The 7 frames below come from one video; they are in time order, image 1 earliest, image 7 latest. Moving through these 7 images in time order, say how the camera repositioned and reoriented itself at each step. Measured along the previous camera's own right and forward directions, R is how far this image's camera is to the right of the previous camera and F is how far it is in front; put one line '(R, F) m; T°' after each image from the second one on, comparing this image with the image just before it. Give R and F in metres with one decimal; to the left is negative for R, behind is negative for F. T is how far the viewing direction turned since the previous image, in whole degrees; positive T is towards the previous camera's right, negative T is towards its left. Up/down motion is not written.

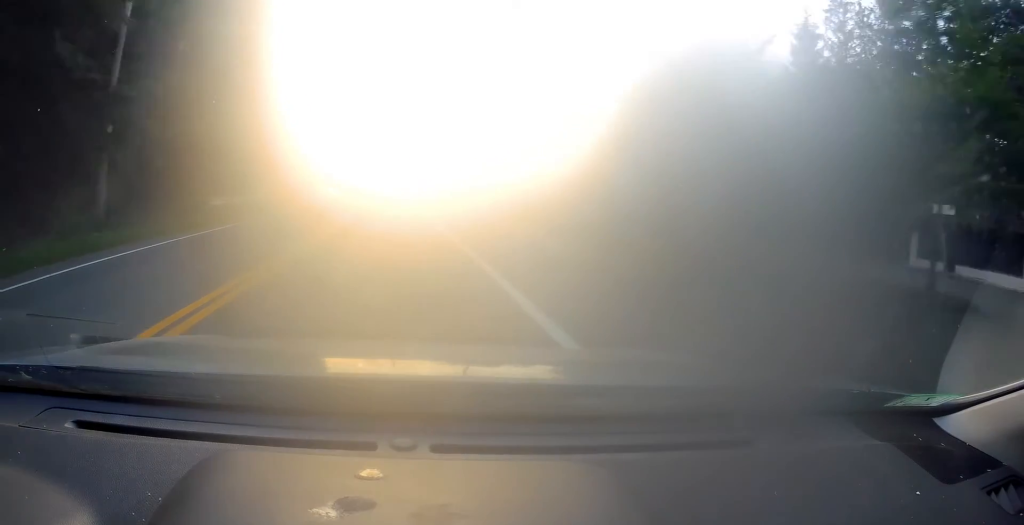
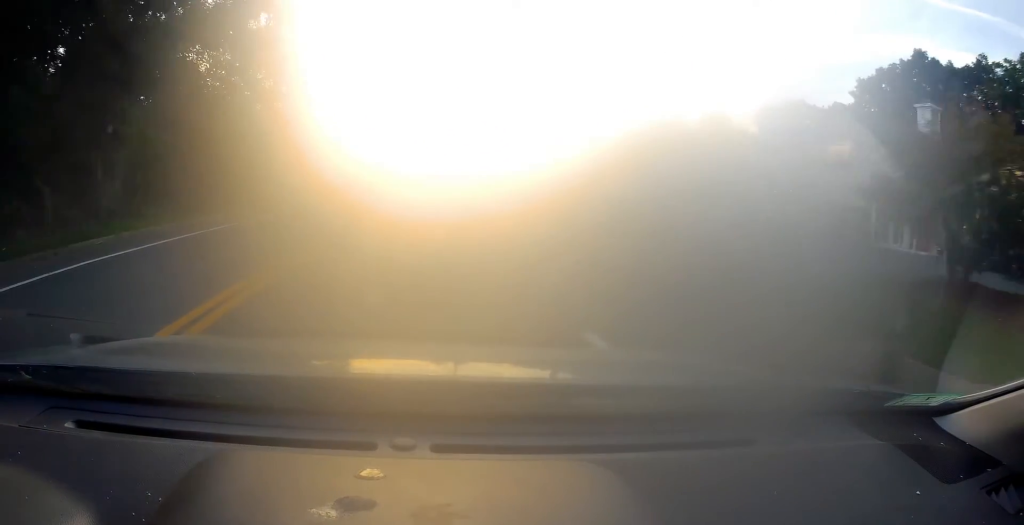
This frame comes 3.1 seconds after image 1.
(-6.3, +60.4) m; -8°
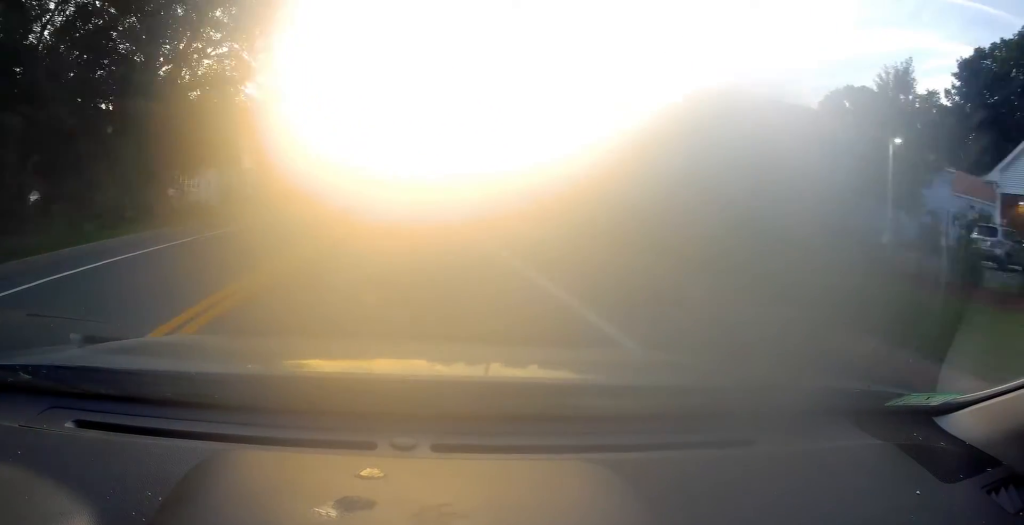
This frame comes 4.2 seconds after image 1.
(-0.1, +20.4) m; -2°
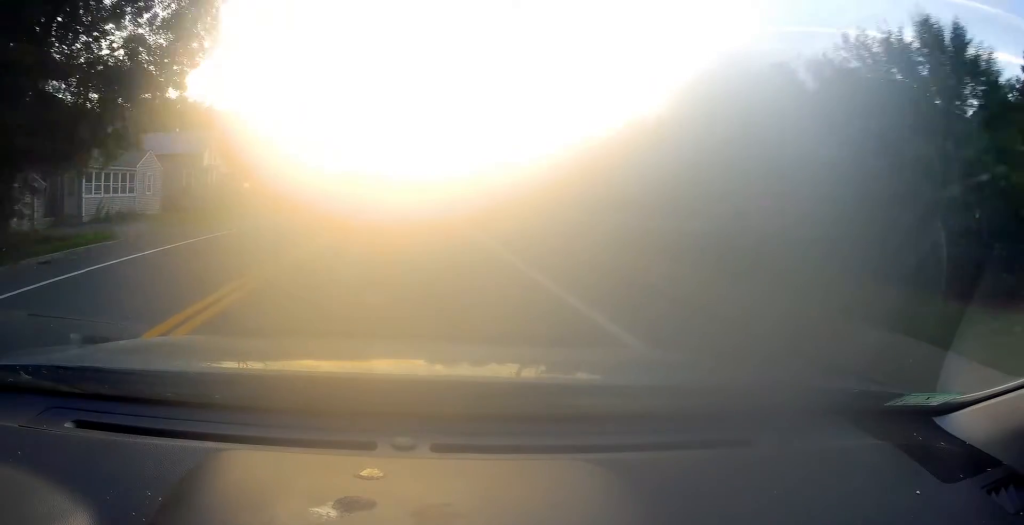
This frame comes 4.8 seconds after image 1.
(-0.3, +11.8) m; 0°
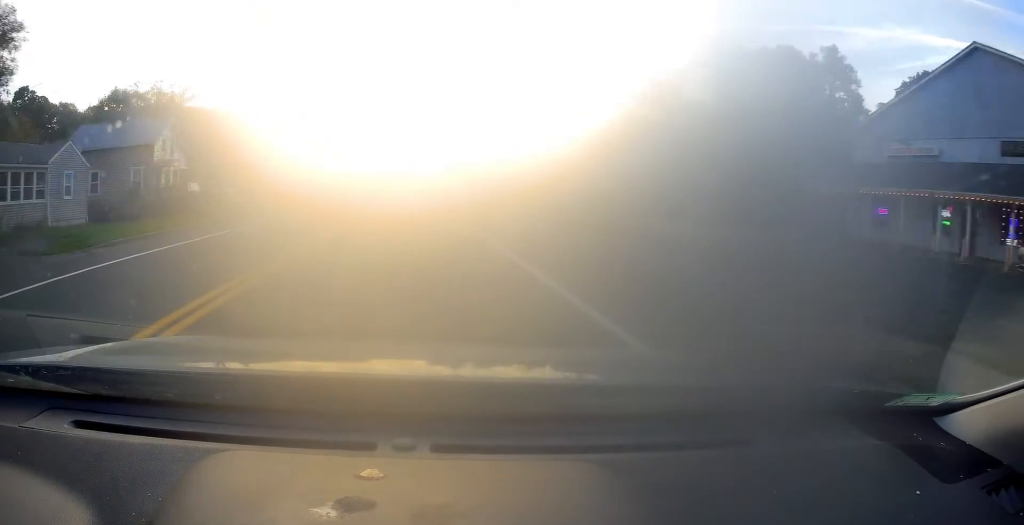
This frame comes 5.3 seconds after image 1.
(-0.1, +9.9) m; 0°
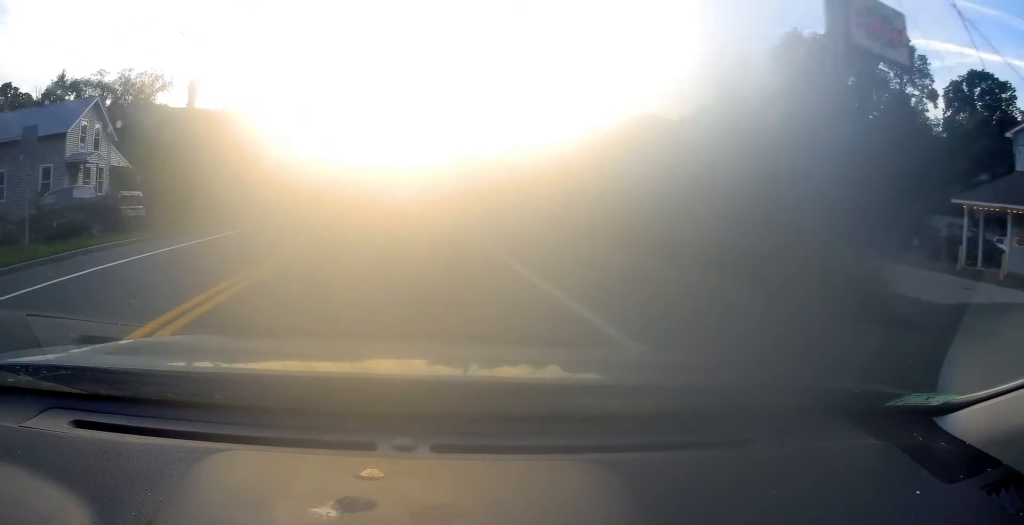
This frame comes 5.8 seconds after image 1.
(+0.2, +11.3) m; +2°
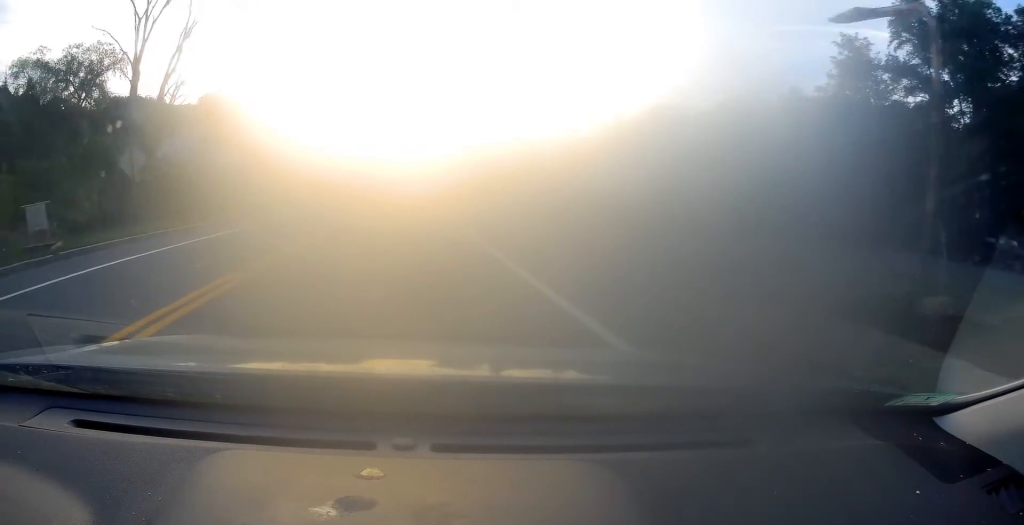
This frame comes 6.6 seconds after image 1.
(+0.3, +15.4) m; +2°
